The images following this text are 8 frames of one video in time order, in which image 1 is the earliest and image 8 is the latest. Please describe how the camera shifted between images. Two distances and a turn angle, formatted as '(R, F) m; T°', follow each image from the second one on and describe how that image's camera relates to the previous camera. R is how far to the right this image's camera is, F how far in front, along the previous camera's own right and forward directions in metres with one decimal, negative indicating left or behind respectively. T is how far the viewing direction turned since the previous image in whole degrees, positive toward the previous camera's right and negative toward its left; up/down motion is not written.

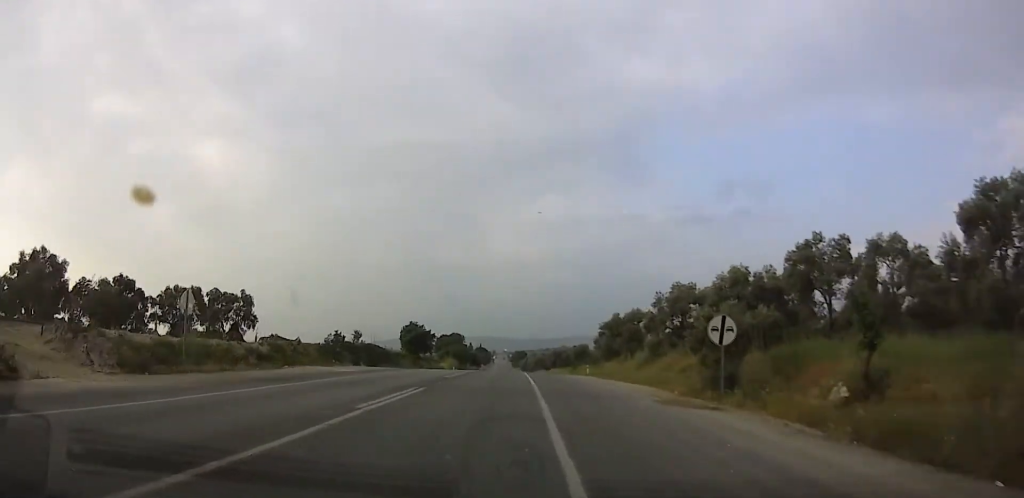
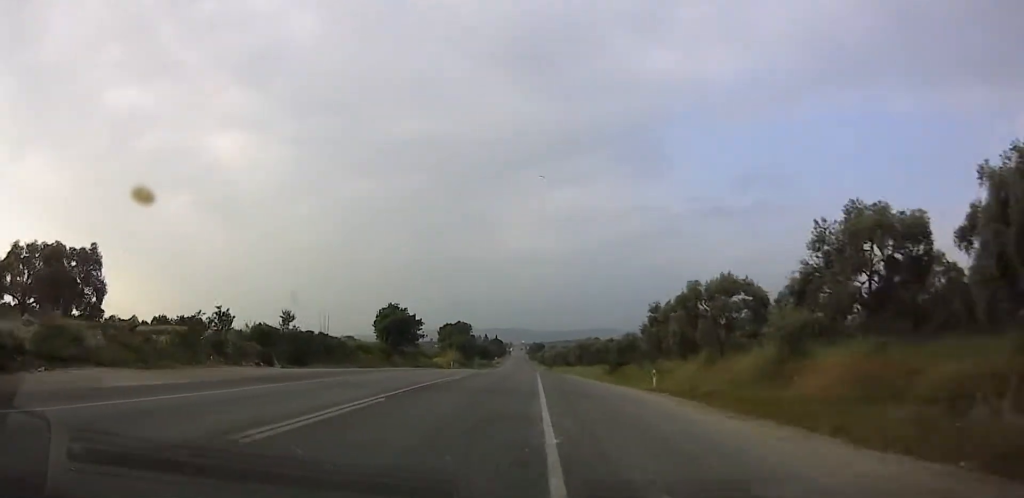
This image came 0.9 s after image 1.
(0.0, +18.6) m; 0°
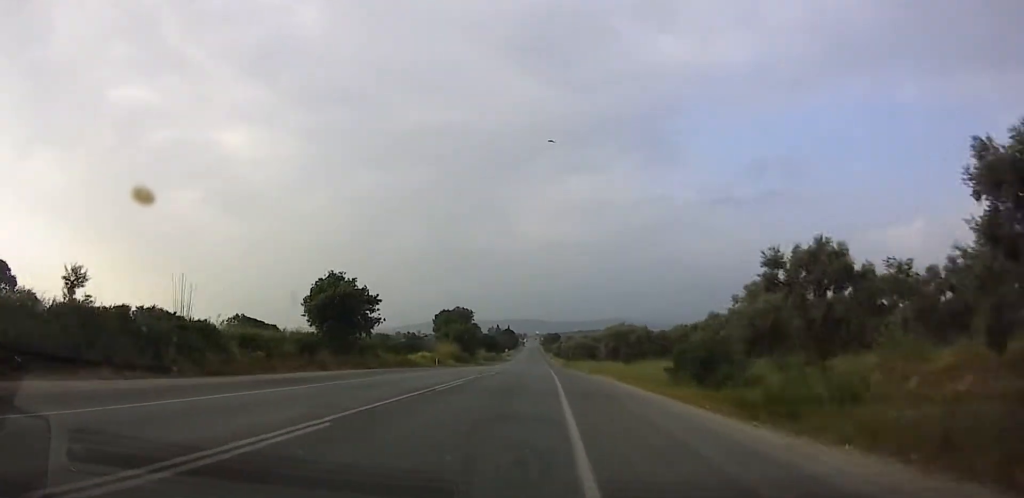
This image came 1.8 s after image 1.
(0.0, +19.0) m; -2°
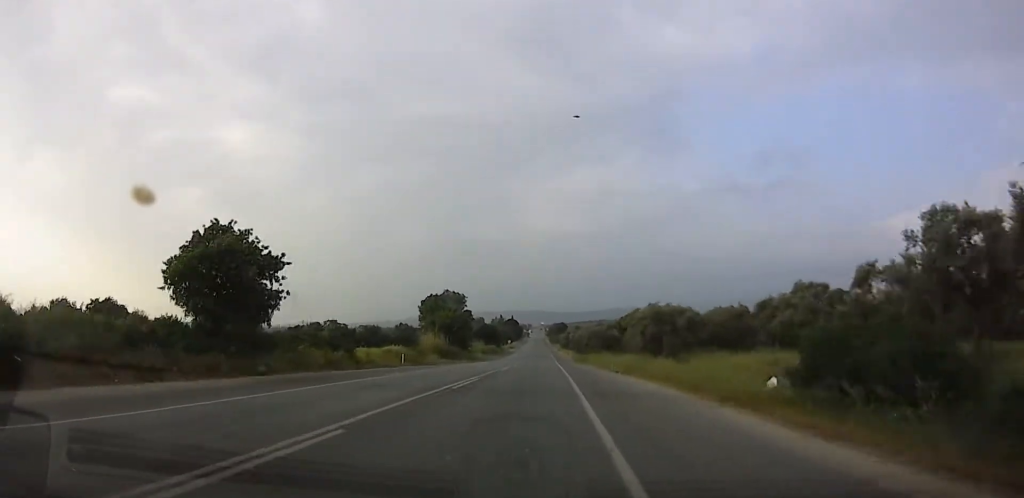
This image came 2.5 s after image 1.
(-0.4, +14.2) m; -1°
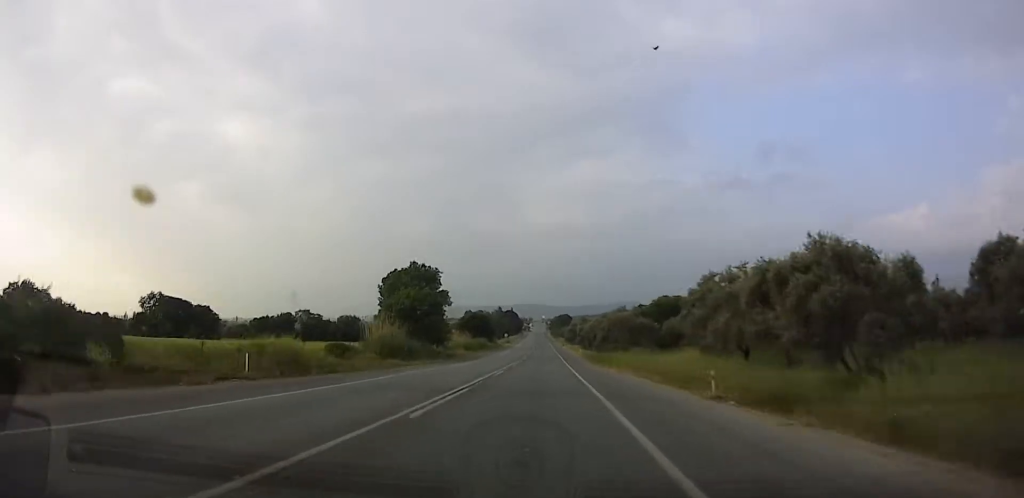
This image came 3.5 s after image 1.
(-0.2, +19.8) m; -1°
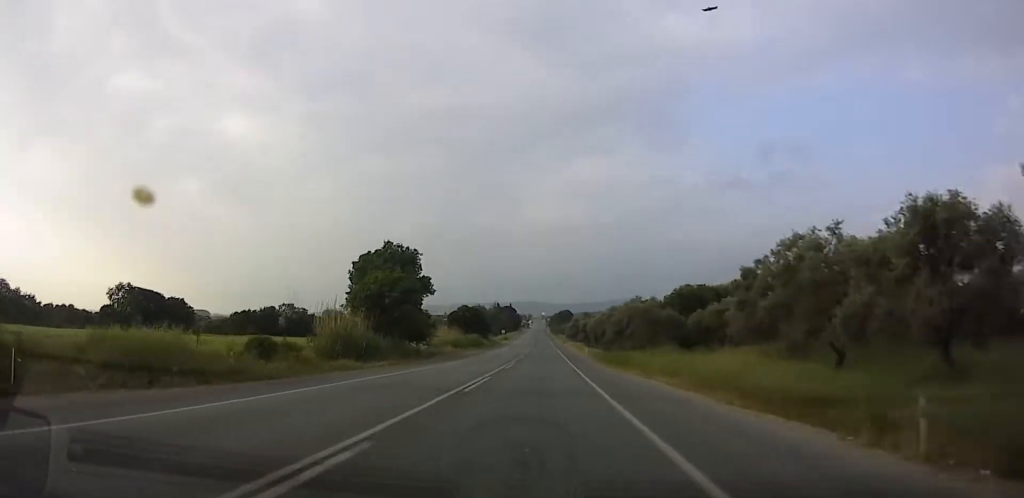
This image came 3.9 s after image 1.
(0.0, +9.0) m; 0°
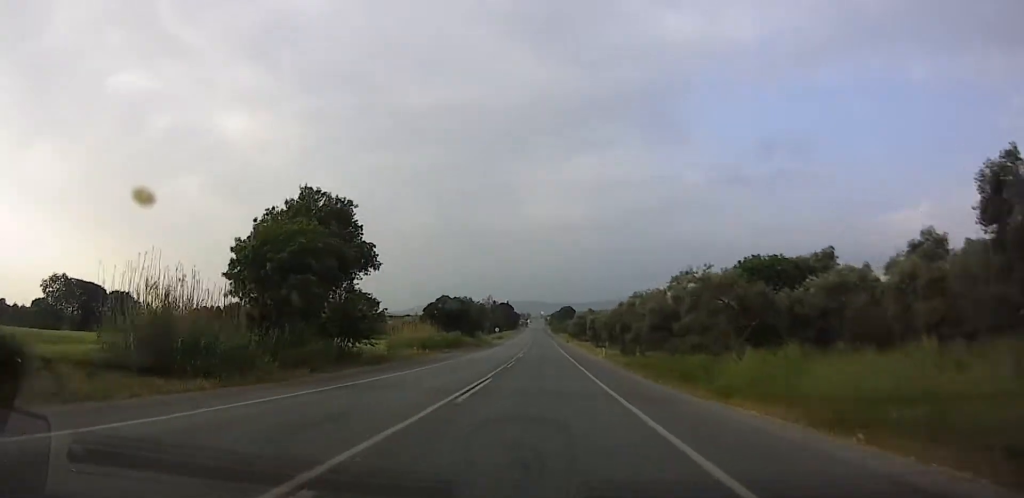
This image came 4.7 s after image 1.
(0.0, +16.3) m; 0°
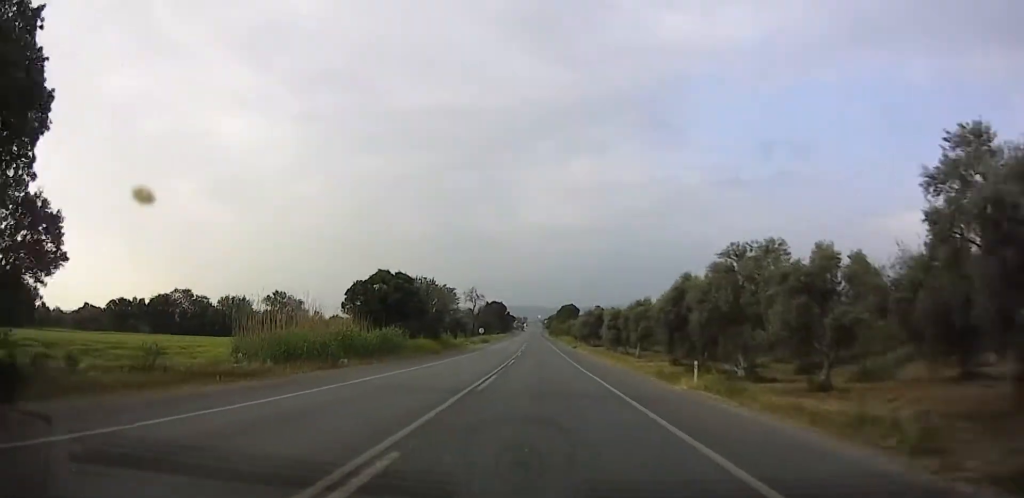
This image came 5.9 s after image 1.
(0.0, +25.8) m; 0°
